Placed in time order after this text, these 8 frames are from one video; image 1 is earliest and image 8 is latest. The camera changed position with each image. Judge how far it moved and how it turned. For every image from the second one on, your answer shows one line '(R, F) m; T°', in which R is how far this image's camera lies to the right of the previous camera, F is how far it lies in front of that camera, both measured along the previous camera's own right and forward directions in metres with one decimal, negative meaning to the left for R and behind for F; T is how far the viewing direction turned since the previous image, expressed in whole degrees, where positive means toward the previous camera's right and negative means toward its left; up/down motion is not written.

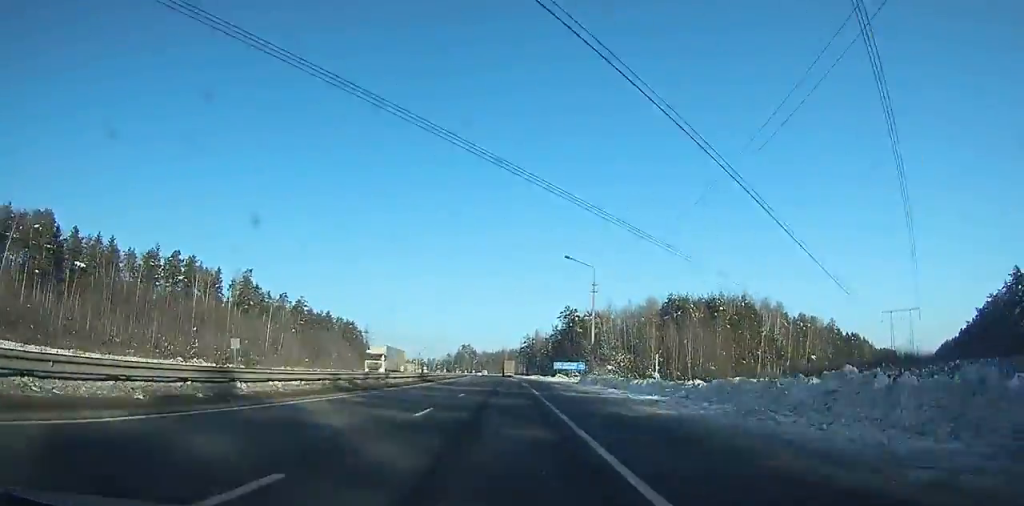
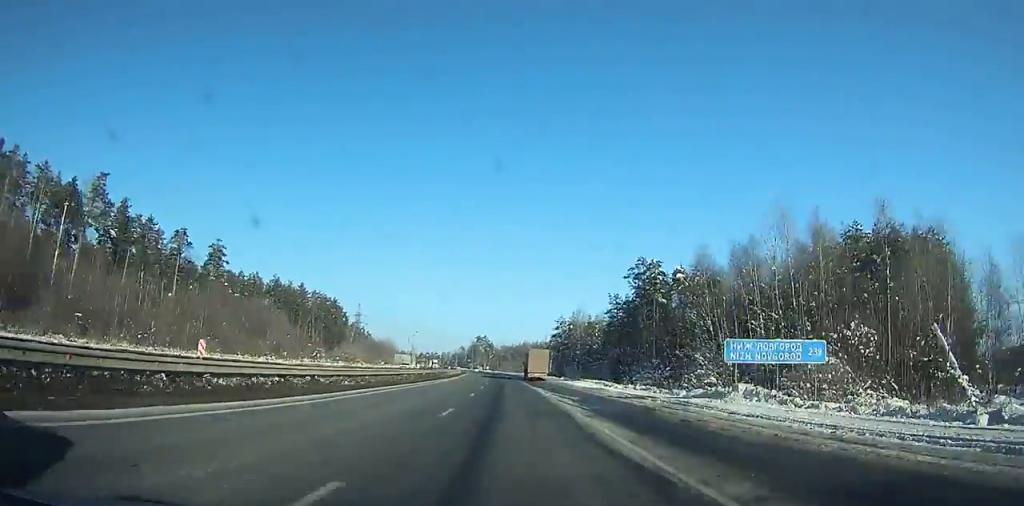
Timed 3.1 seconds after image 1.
(-0.7, +73.1) m; -1°
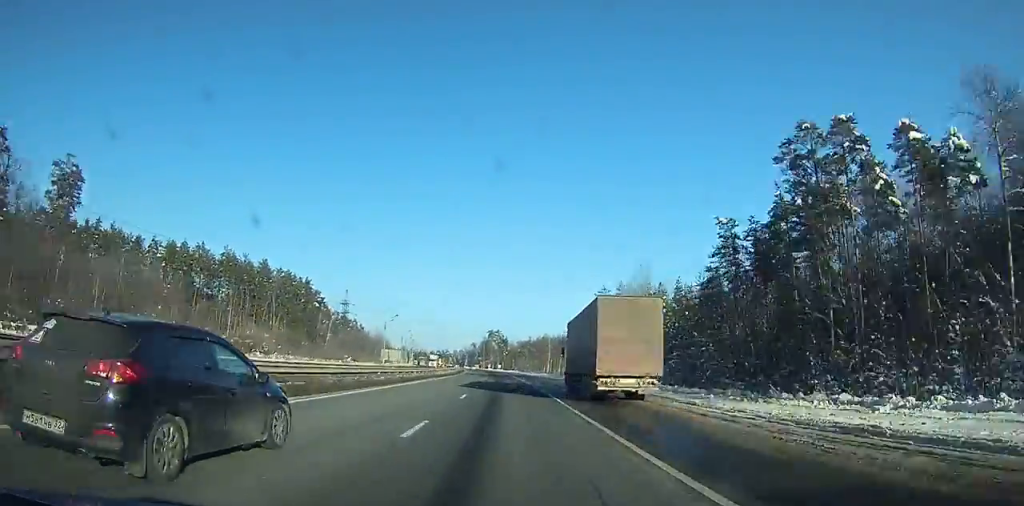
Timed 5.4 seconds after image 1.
(-0.4, +54.7) m; -1°
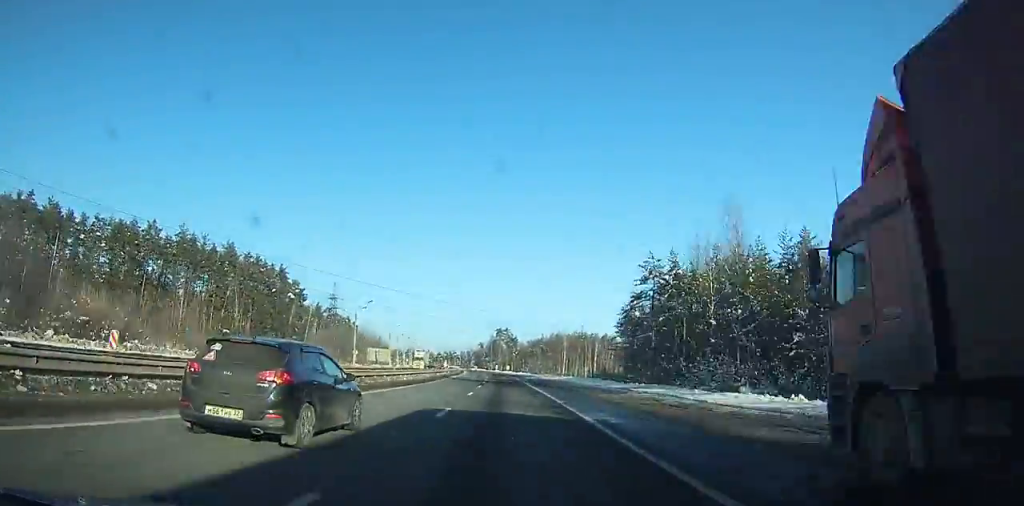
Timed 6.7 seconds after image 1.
(-0.3, +31.1) m; -1°
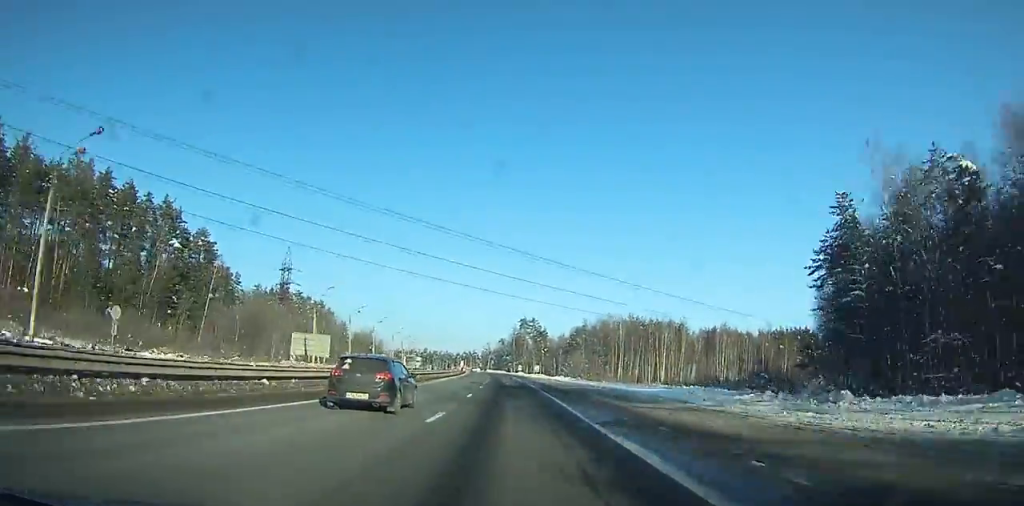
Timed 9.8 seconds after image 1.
(-1.7, +74.8) m; -3°
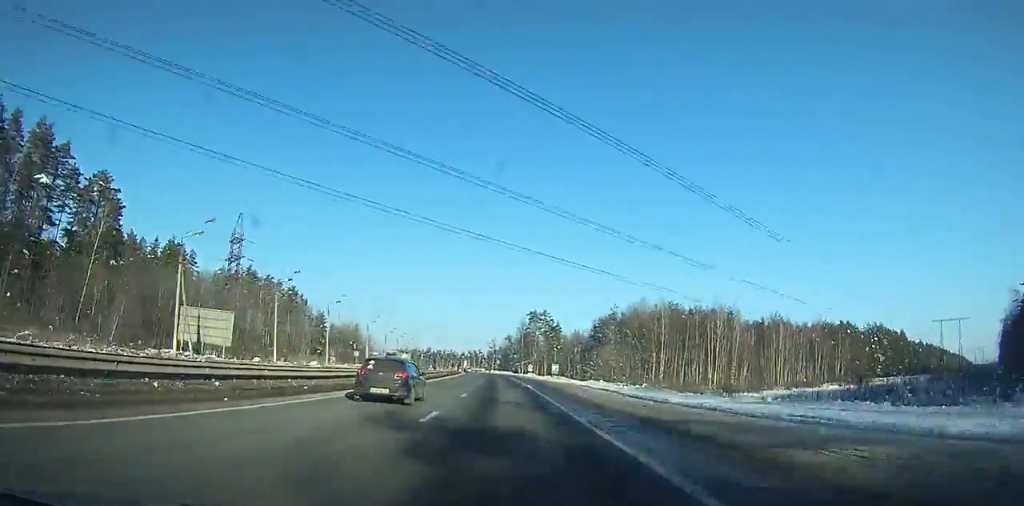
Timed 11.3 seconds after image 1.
(-0.3, +36.5) m; -1°
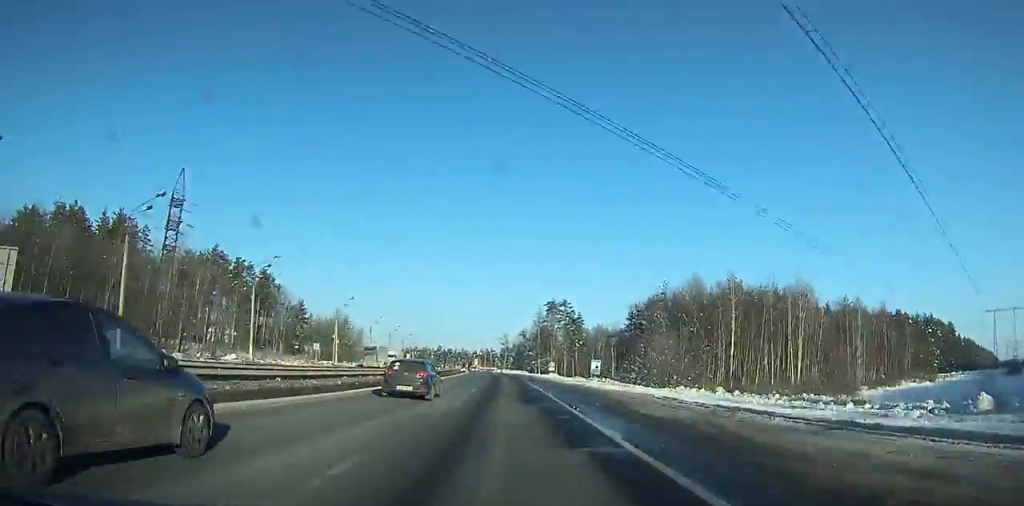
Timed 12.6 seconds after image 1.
(-0.5, +31.8) m; -1°
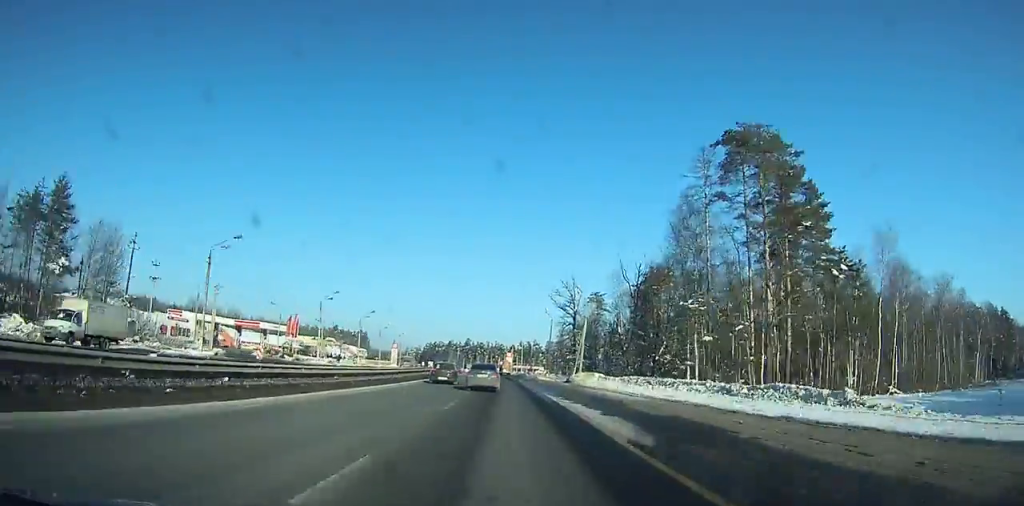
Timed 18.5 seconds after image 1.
(-5.6, +146.9) m; -5°
